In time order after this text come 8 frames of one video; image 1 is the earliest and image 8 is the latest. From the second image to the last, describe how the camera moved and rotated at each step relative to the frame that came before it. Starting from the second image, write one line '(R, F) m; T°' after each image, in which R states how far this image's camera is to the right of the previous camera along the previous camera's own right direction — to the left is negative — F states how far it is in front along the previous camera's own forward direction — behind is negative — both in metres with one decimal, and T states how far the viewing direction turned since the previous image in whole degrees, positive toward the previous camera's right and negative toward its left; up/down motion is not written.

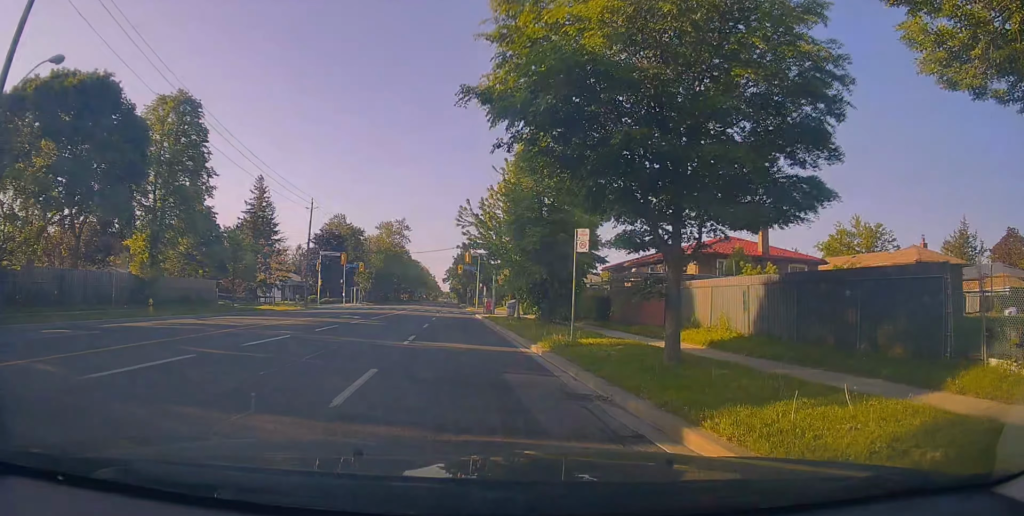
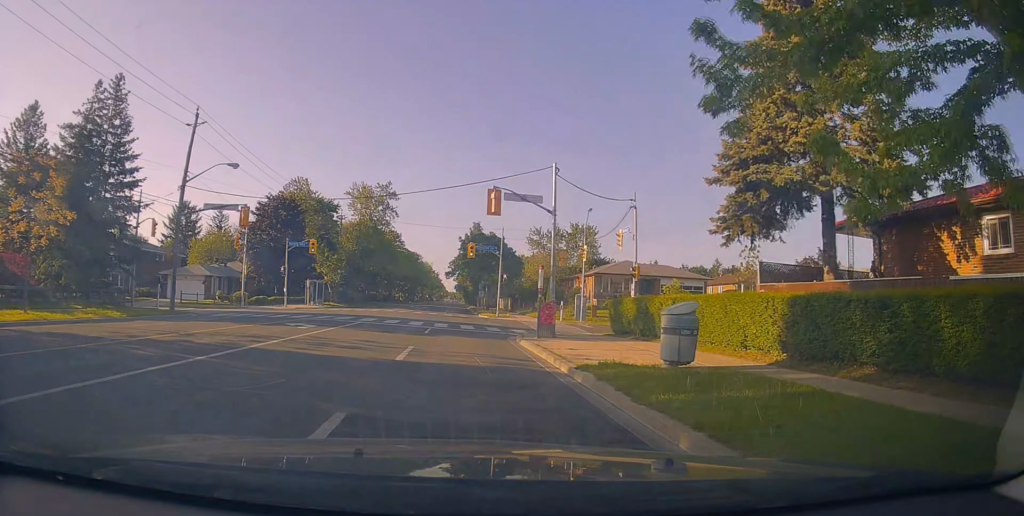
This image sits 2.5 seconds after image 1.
(+0.8, +30.8) m; +1°
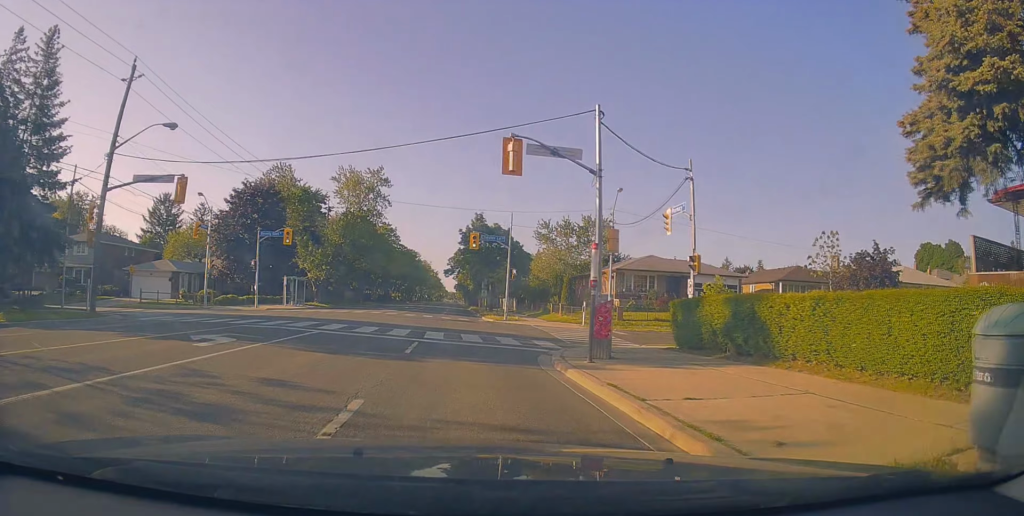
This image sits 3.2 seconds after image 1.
(-0.2, +7.8) m; 0°
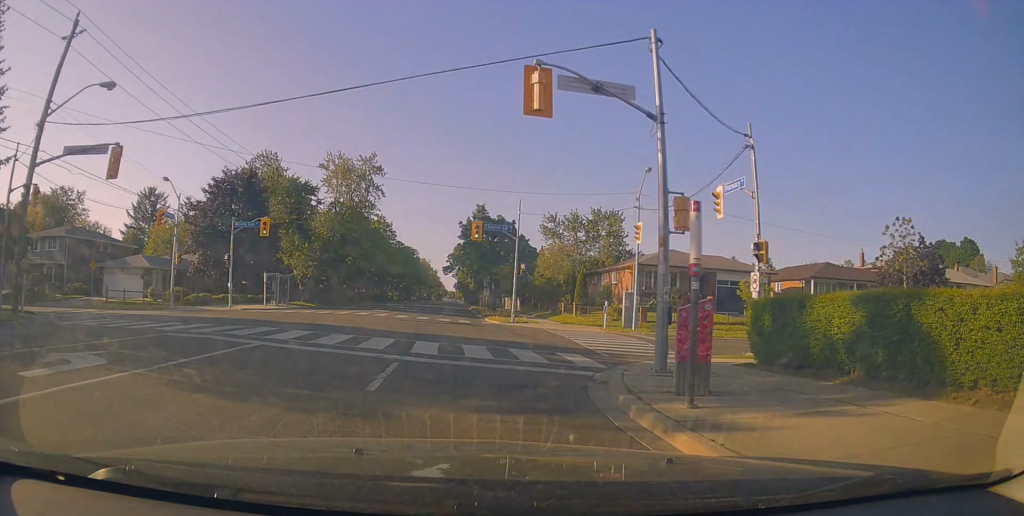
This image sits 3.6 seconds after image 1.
(-0.3, +5.5) m; 0°
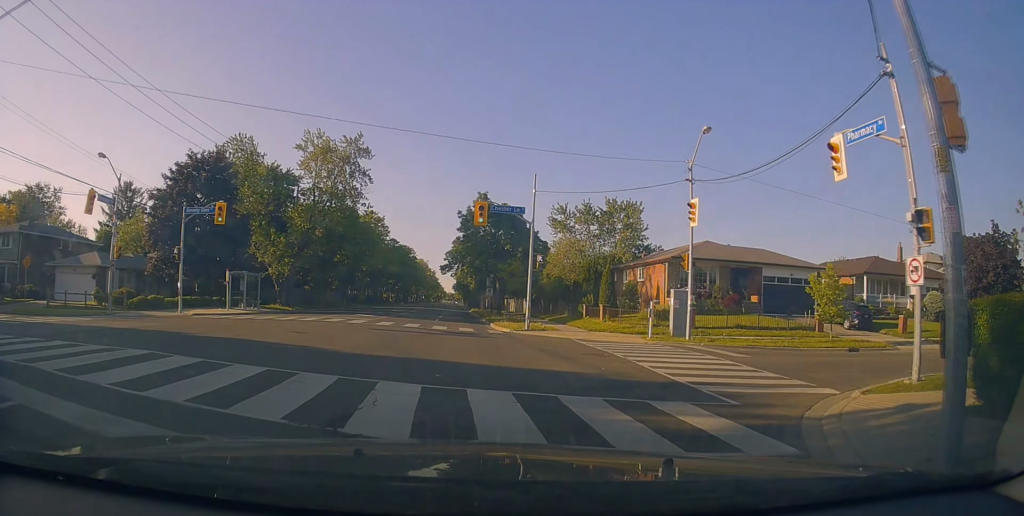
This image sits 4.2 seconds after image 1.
(+0.2, +7.2) m; +1°
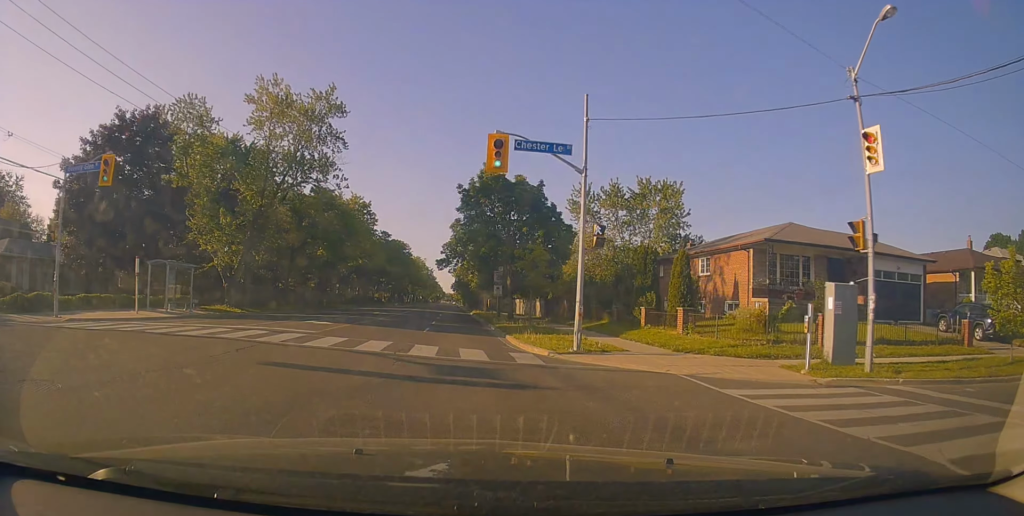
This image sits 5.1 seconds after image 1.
(+0.2, +11.4) m; 0°
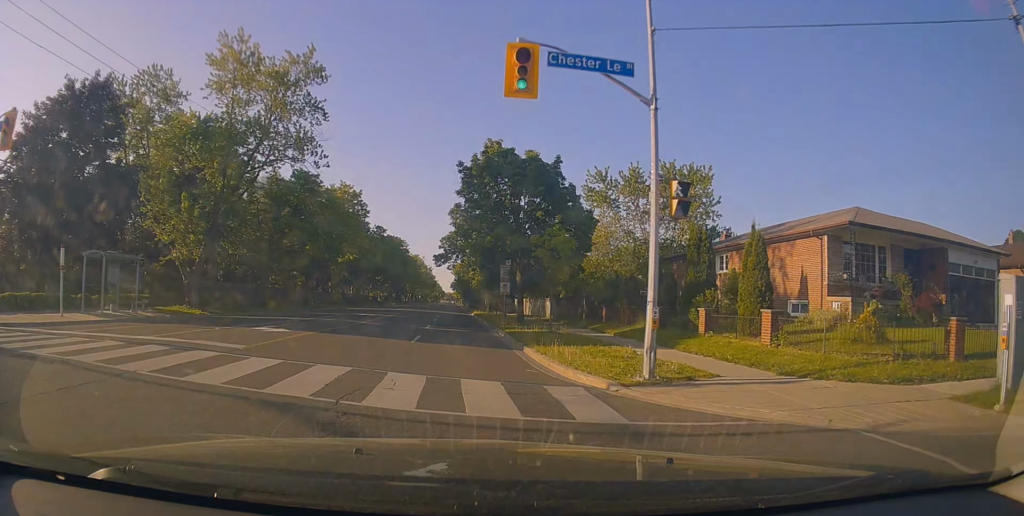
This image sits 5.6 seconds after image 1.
(0.0, +5.7) m; -1°
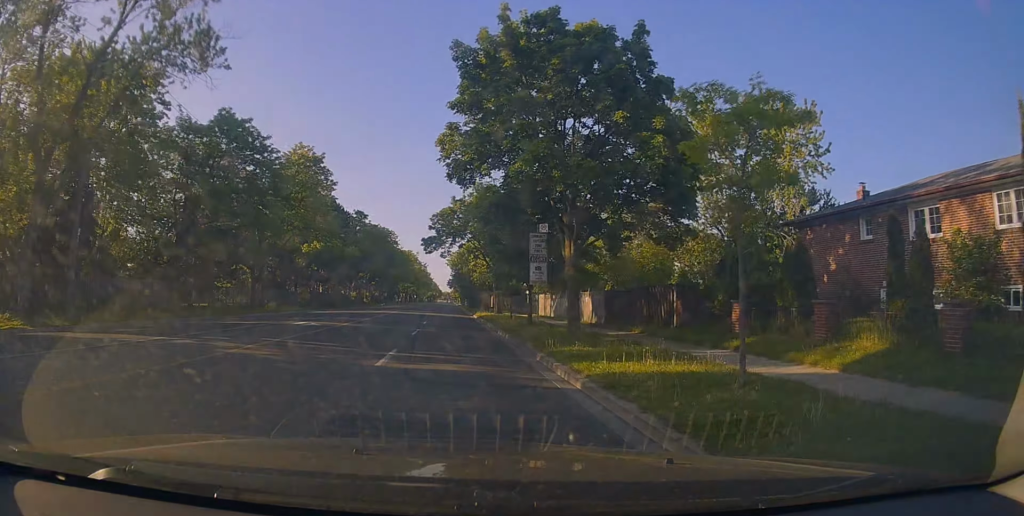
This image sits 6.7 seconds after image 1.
(-0.4, +14.7) m; 0°
